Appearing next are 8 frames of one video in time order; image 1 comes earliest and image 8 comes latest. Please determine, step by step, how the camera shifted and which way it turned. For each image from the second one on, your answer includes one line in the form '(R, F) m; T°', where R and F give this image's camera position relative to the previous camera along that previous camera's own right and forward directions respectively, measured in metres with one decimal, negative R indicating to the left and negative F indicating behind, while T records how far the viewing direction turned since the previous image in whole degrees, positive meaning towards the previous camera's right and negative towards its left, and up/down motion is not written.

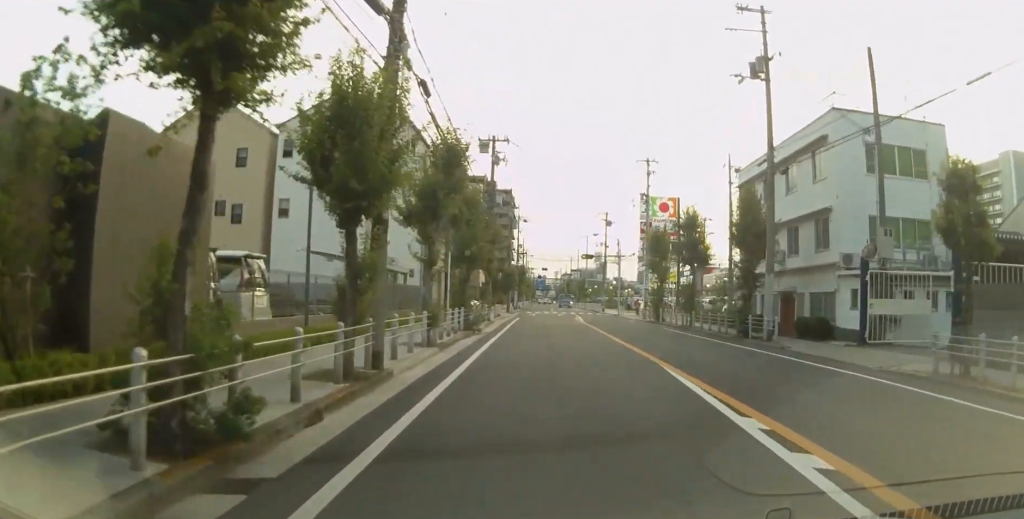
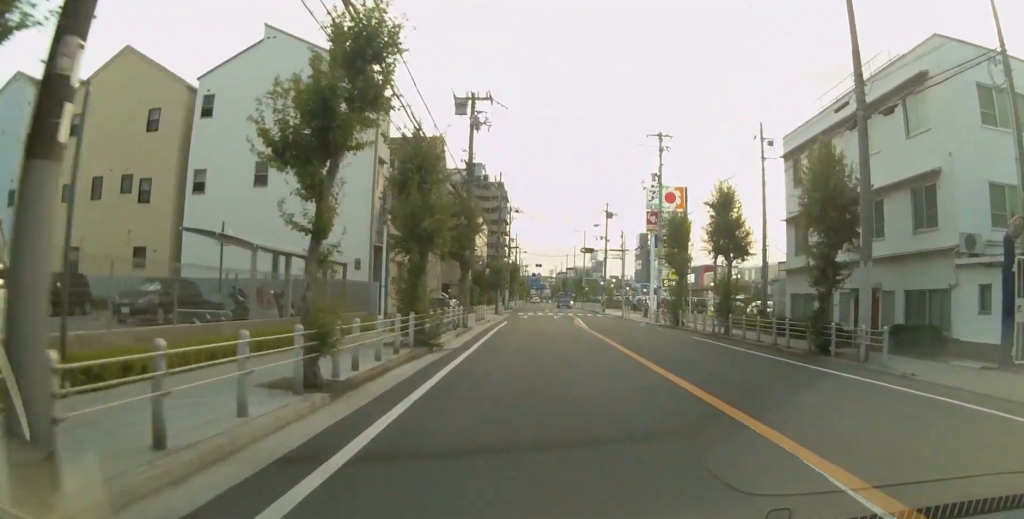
(+0.3, +8.4) m; 0°
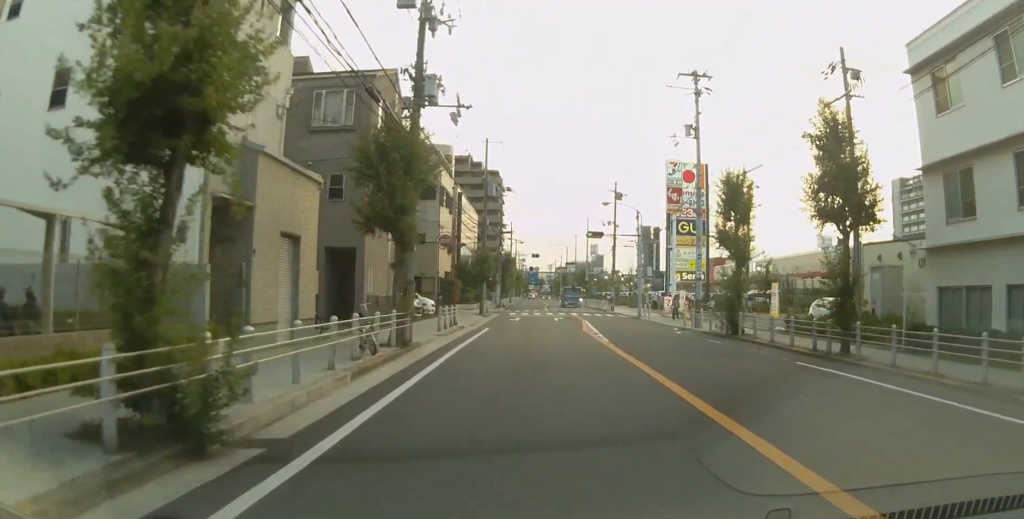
(-0.3, +12.2) m; 0°
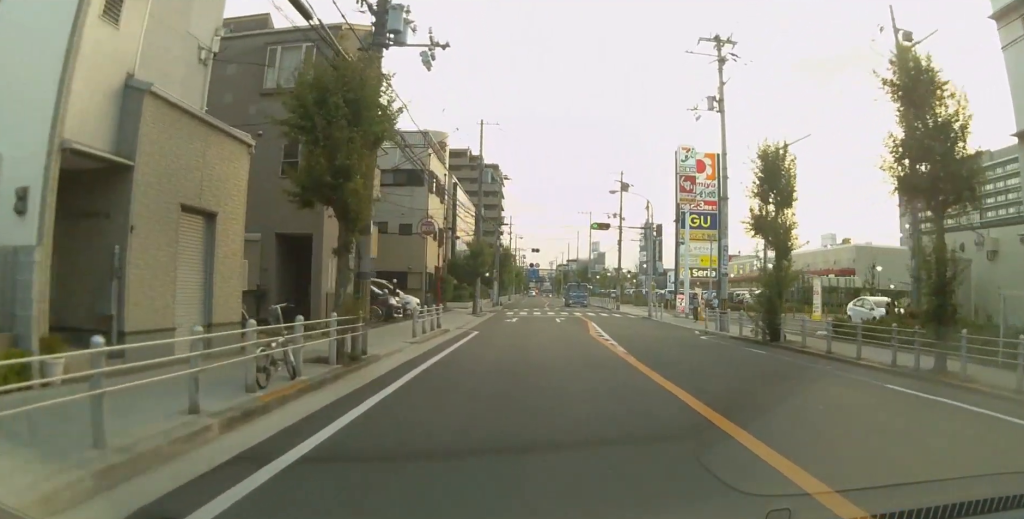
(+0.3, +4.9) m; 0°
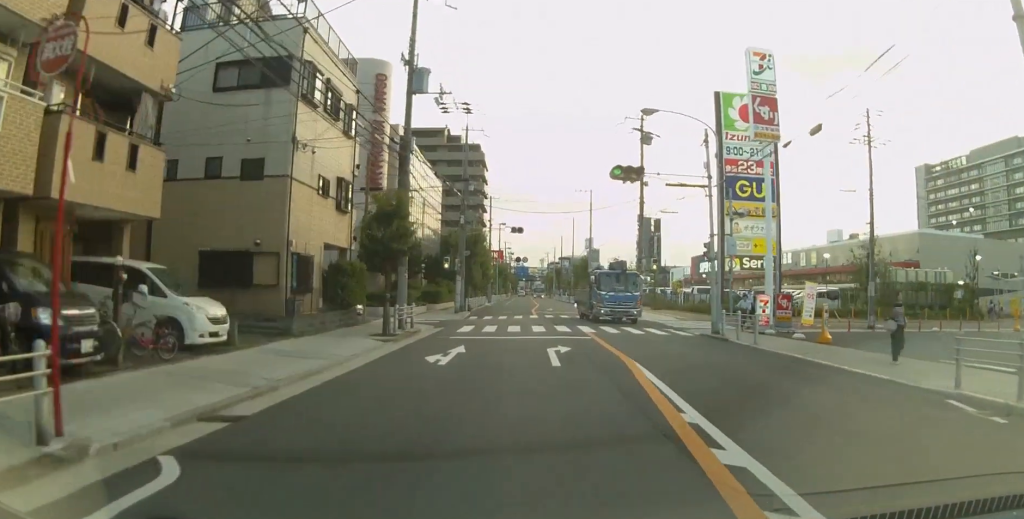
(+0.2, +21.8) m; +2°
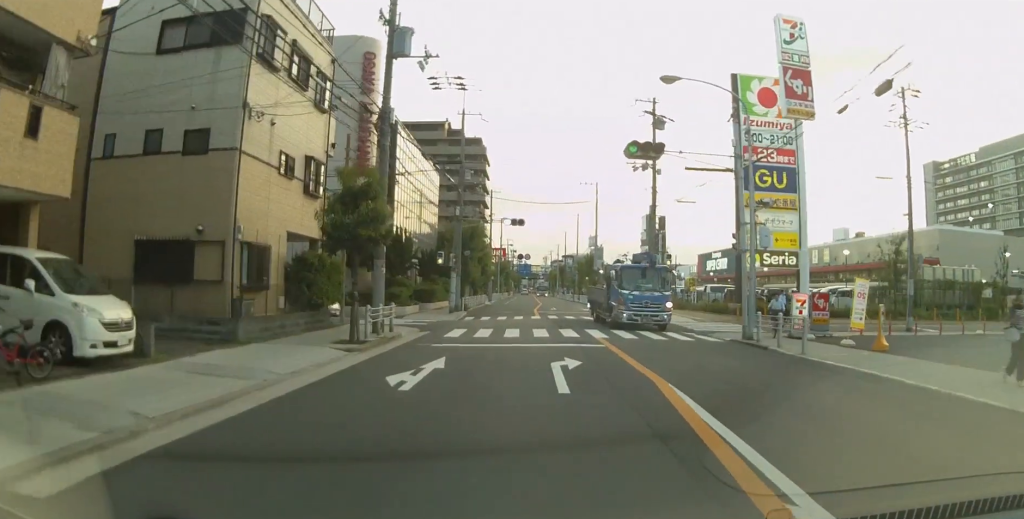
(-0.1, +3.9) m; -1°
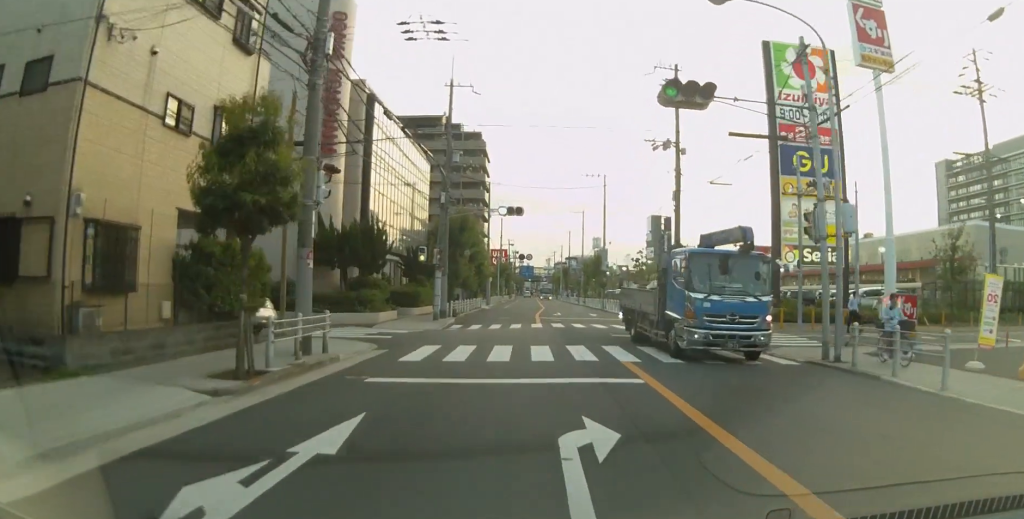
(-0.1, +6.7) m; -1°
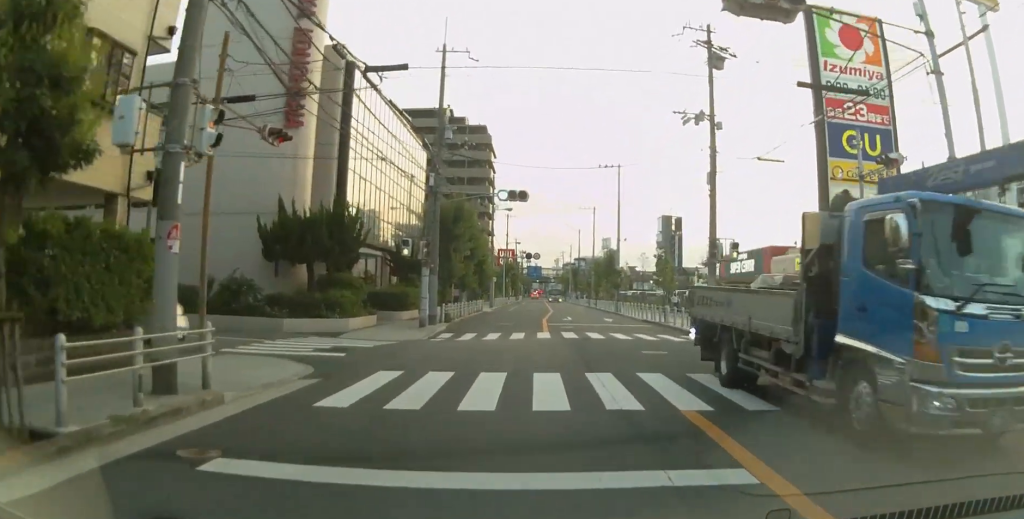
(0.0, +6.1) m; -1°
